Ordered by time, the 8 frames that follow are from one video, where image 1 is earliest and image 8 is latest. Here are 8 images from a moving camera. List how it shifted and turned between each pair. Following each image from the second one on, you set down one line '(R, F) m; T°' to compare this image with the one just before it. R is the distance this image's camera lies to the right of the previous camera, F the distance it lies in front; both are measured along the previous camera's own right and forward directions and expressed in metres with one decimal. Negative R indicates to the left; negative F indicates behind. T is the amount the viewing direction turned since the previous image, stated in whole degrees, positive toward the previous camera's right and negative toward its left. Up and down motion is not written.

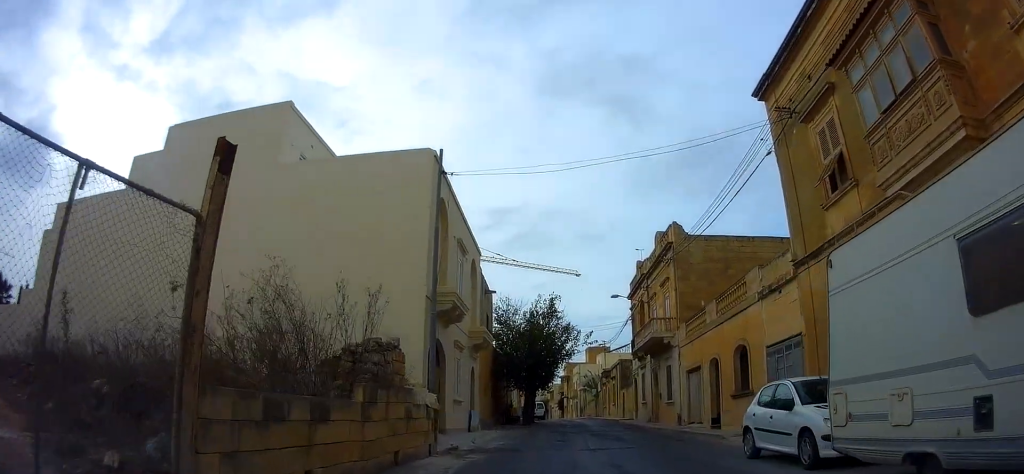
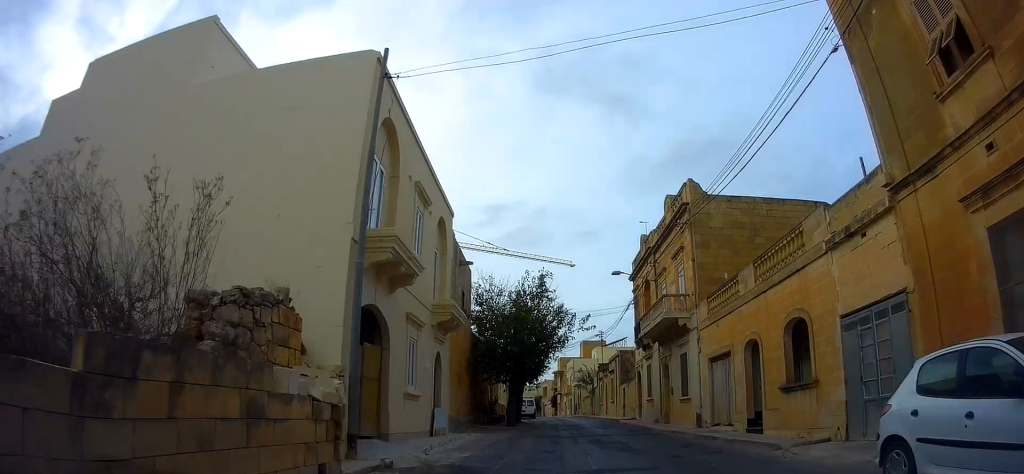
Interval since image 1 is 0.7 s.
(+0.1, +5.5) m; +1°
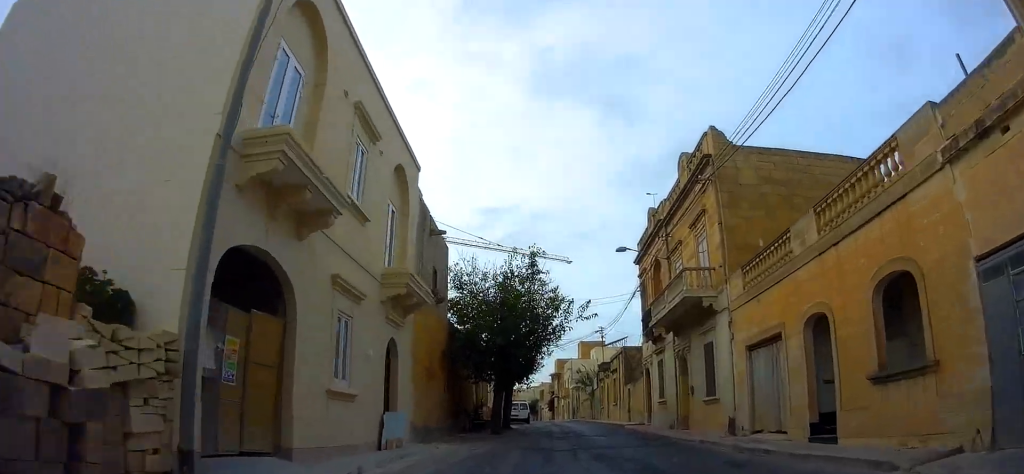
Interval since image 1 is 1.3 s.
(0.0, +4.8) m; 0°
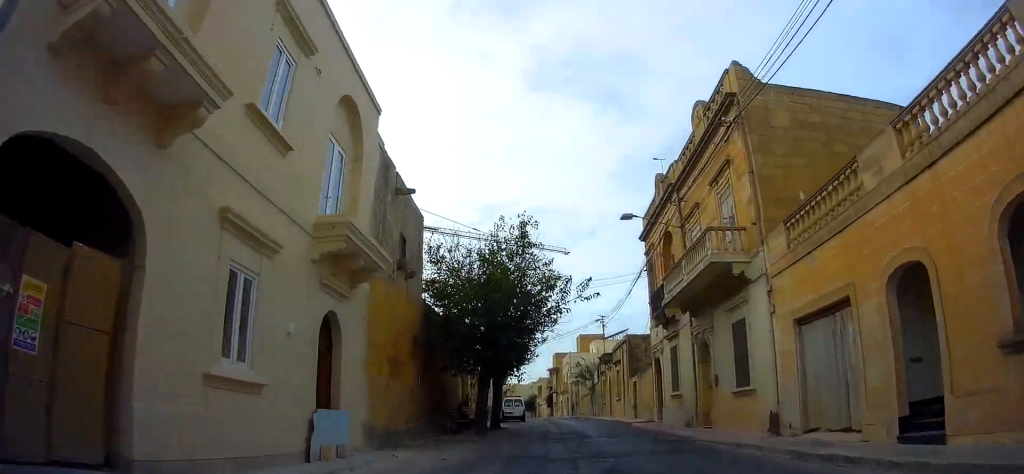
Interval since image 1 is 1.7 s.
(0.0, +3.7) m; 0°
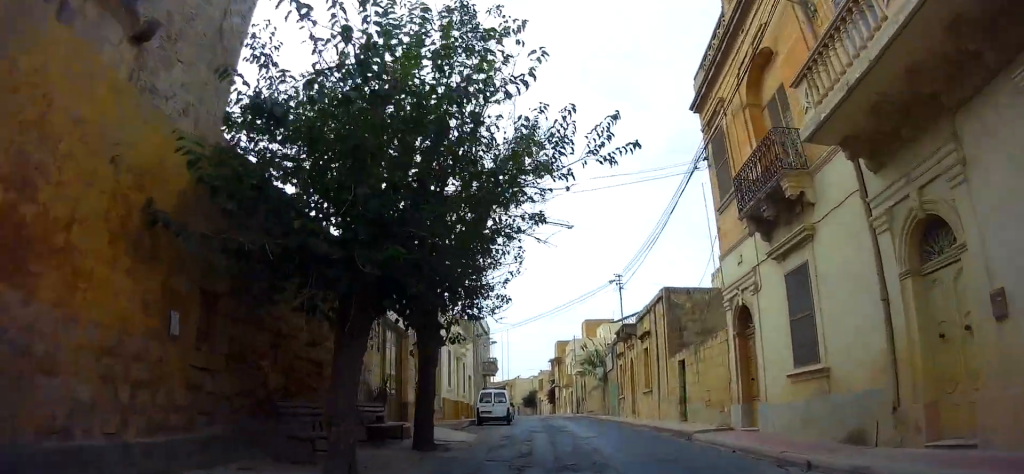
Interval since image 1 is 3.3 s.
(0.0, +12.1) m; -1°
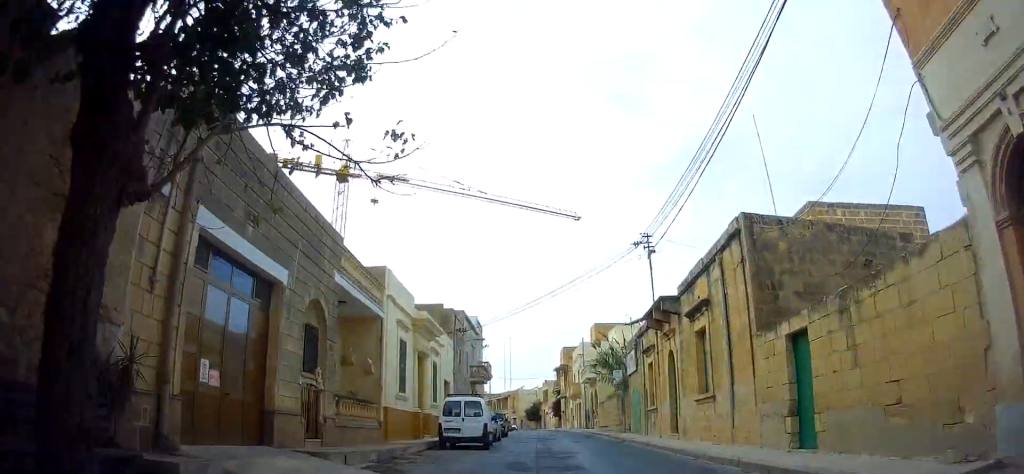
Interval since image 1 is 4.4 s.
(-0.1, +9.4) m; -1°
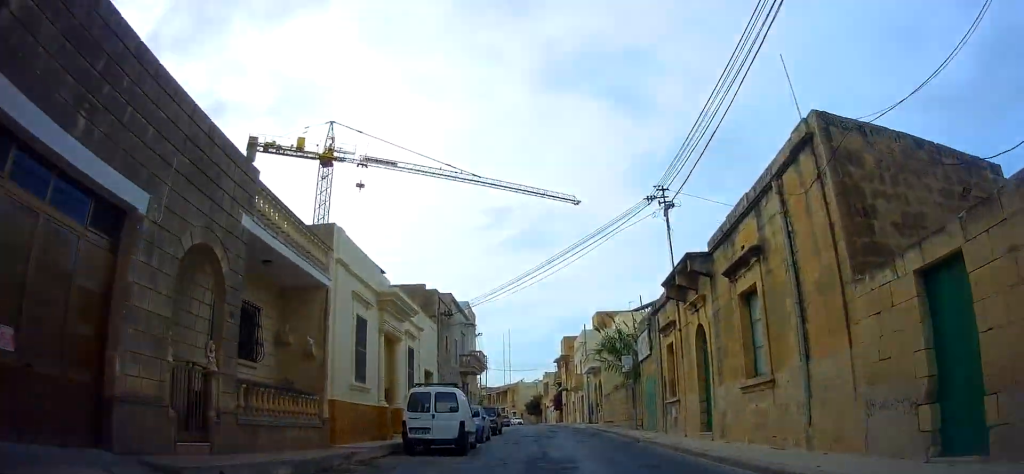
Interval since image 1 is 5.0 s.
(0.0, +4.3) m; -1°
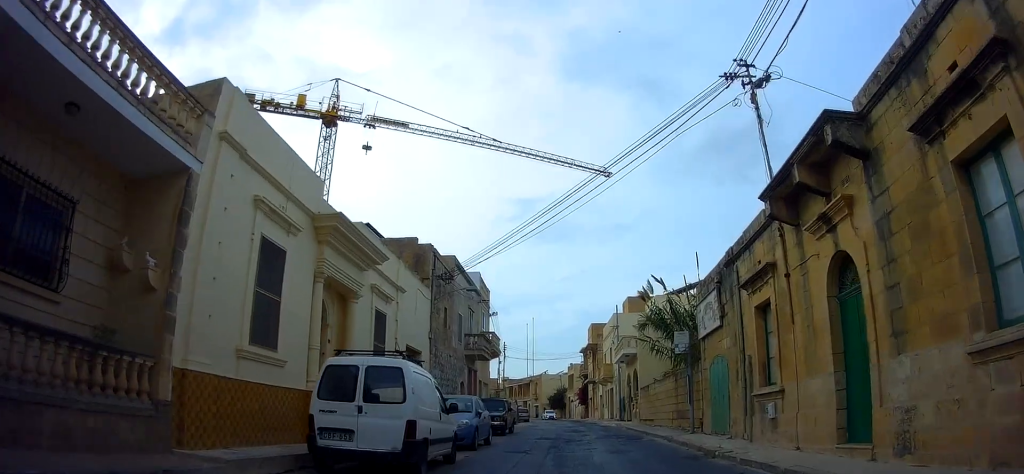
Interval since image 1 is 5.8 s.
(+0.2, +6.9) m; -5°
